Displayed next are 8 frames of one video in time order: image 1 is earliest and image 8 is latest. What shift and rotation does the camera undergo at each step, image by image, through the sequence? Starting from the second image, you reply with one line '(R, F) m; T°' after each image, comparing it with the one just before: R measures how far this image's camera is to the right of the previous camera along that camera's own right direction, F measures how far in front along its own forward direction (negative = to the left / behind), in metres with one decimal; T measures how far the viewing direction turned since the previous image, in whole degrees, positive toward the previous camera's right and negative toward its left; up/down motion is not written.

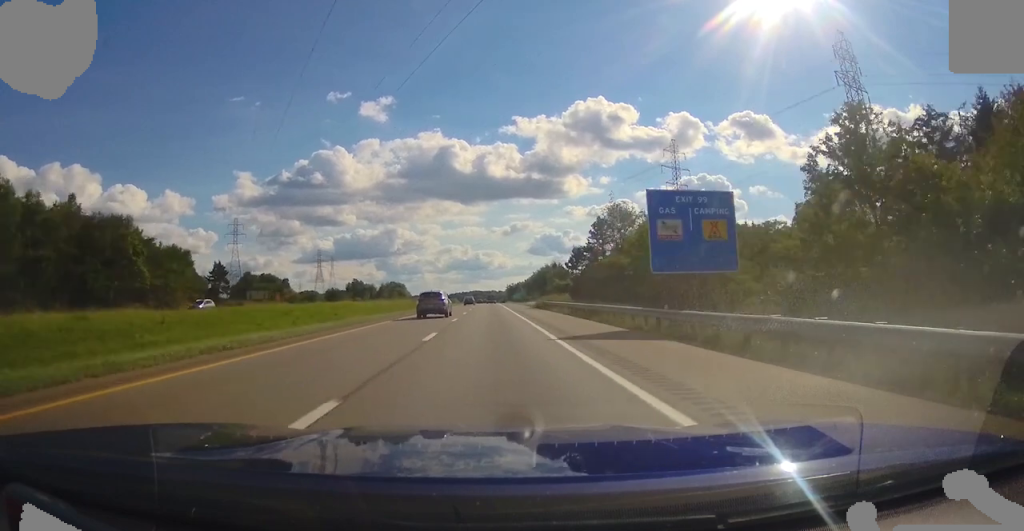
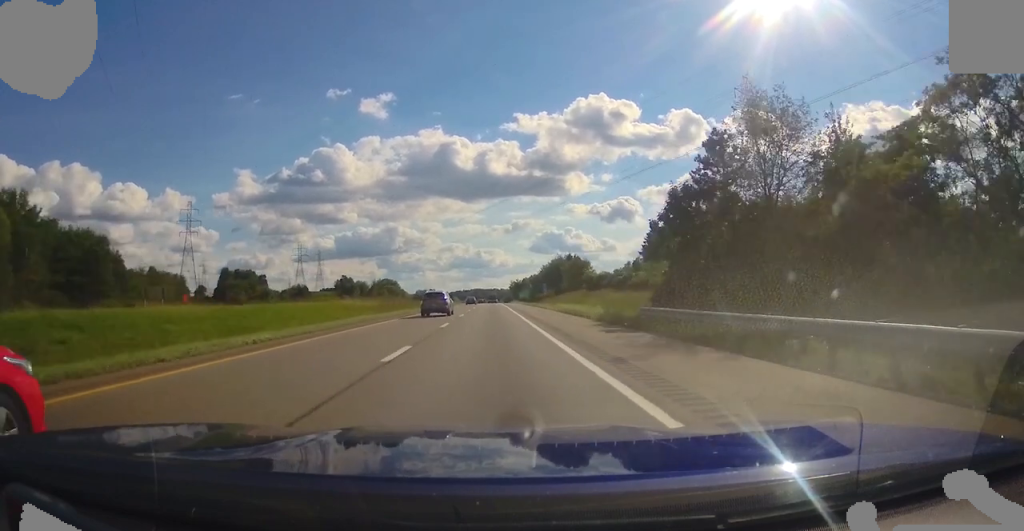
(0.0, +42.7) m; 0°
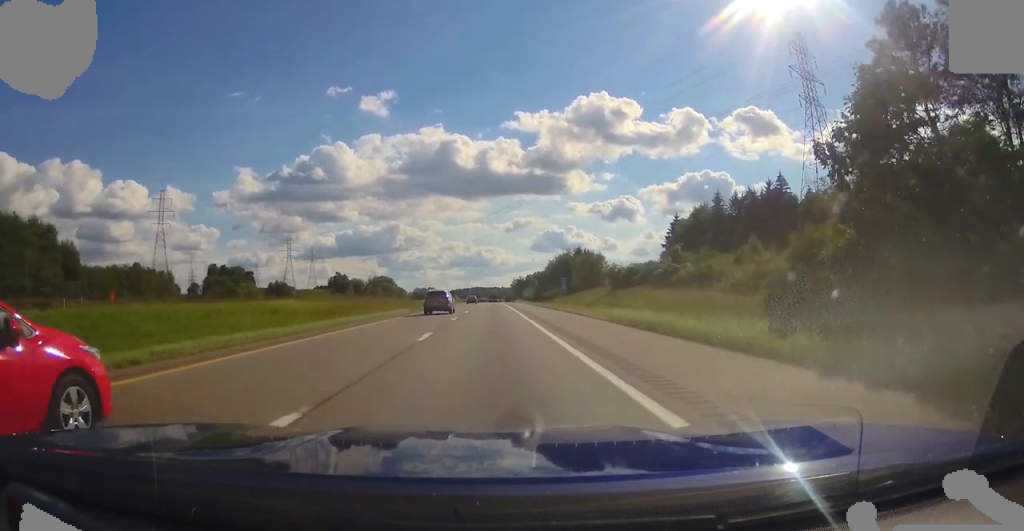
(0.0, +20.2) m; 0°
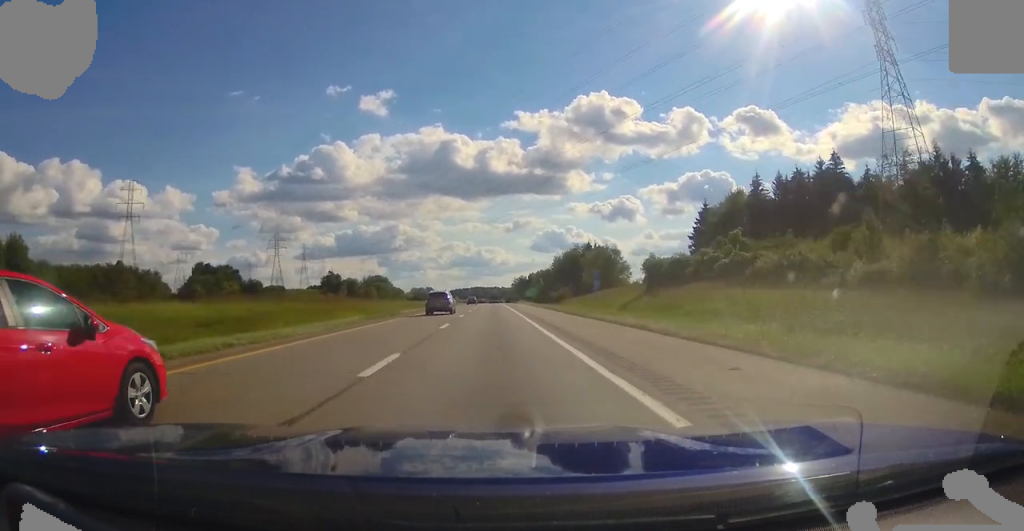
(0.0, +19.1) m; 0°
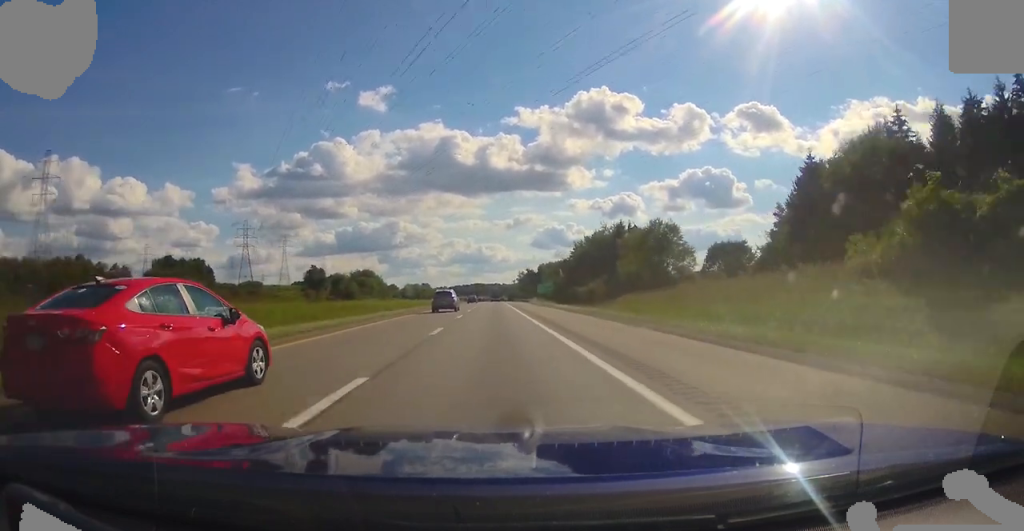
(-0.2, +41.5) m; 0°
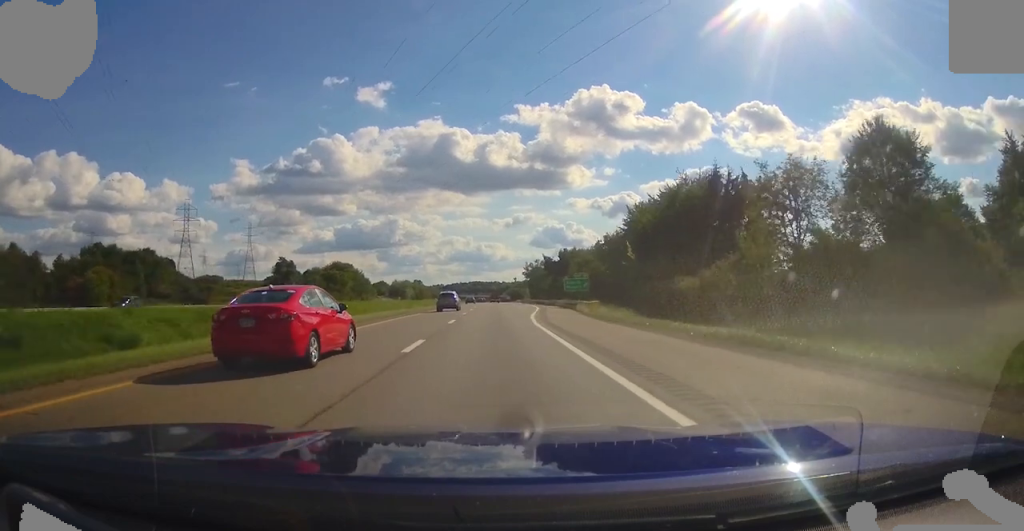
(0.0, +55.2) m; 0°
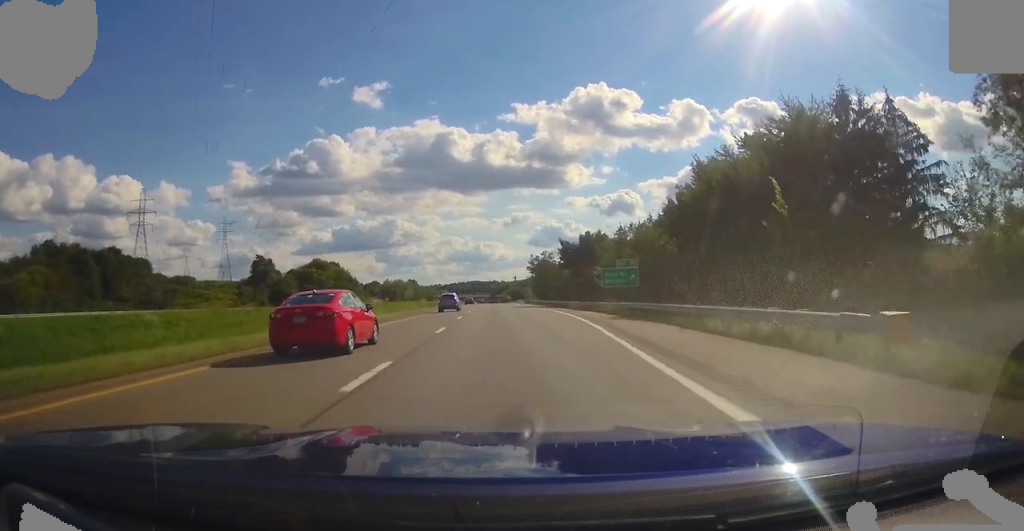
(0.0, +29.5) m; 0°
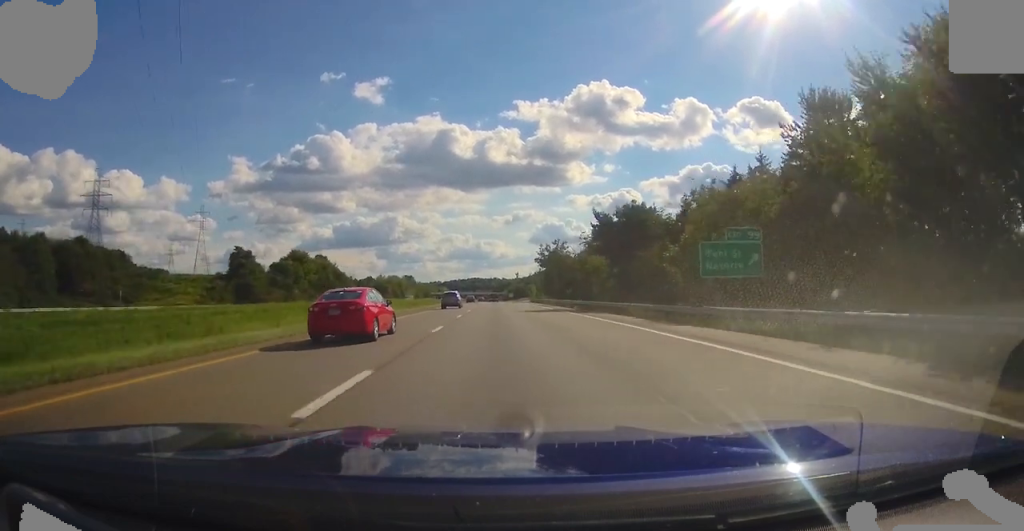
(0.0, +26.3) m; 0°
